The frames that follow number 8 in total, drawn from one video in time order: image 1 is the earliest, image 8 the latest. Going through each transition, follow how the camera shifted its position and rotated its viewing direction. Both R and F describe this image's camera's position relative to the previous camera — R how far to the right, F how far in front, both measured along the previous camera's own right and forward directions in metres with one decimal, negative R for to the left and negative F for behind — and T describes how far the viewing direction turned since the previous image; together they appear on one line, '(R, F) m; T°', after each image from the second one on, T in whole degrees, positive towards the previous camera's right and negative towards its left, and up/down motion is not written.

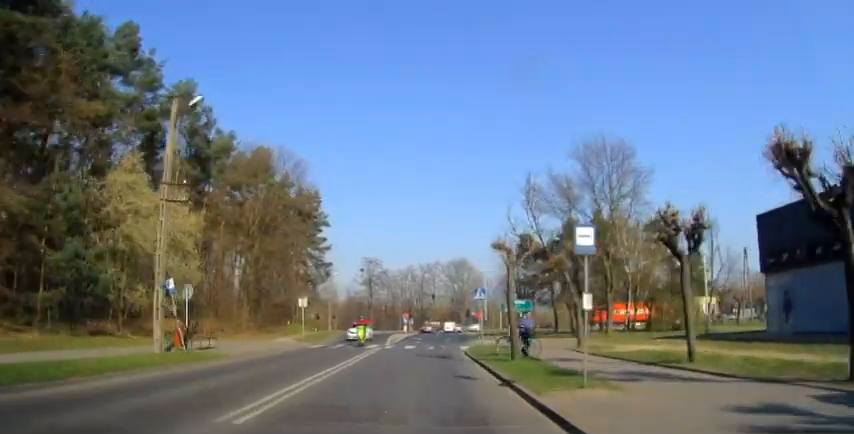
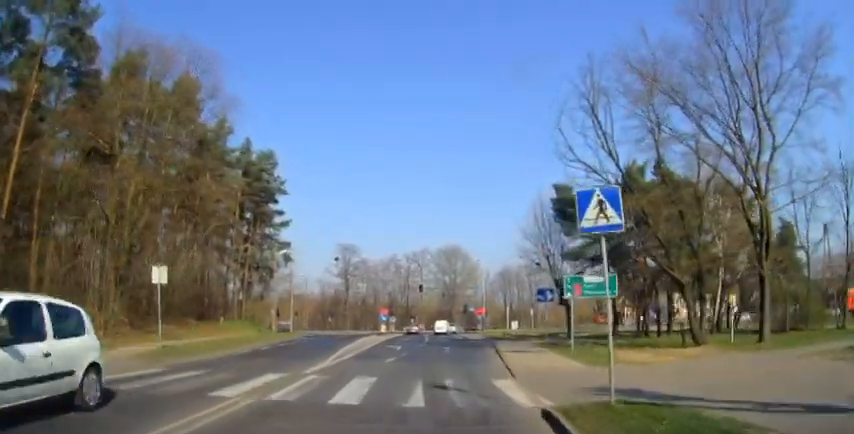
(+0.5, +19.0) m; +2°
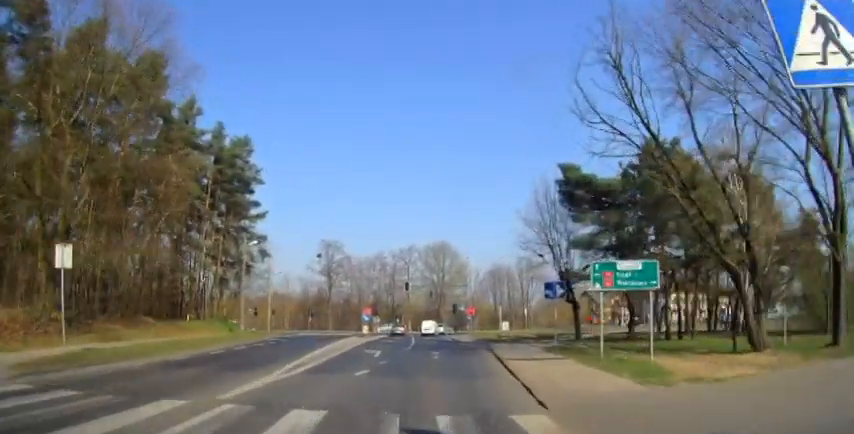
(+0.1, +4.7) m; +1°
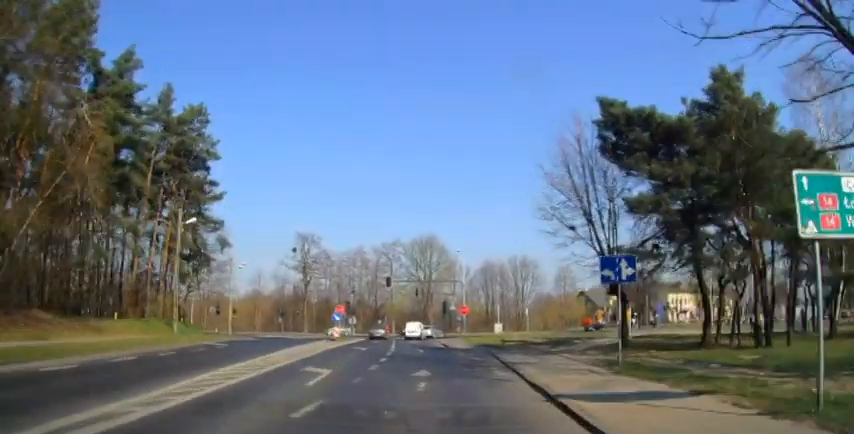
(-0.1, +9.0) m; 0°
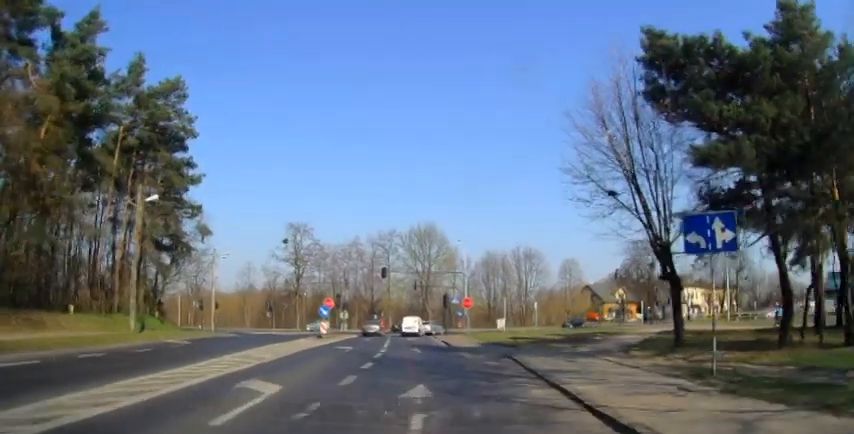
(0.0, +4.7) m; 0°
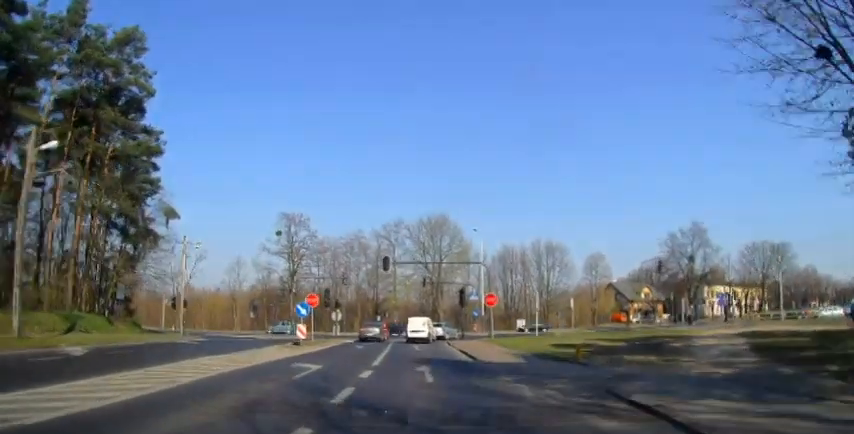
(0.0, +9.4) m; 0°
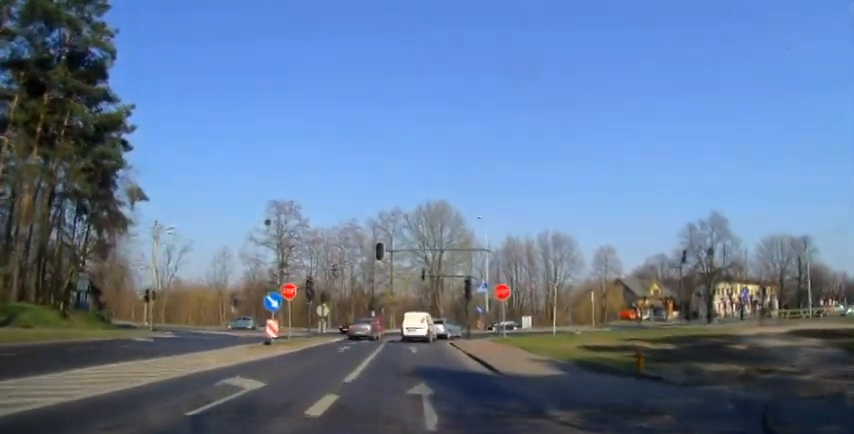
(0.0, +5.4) m; 0°
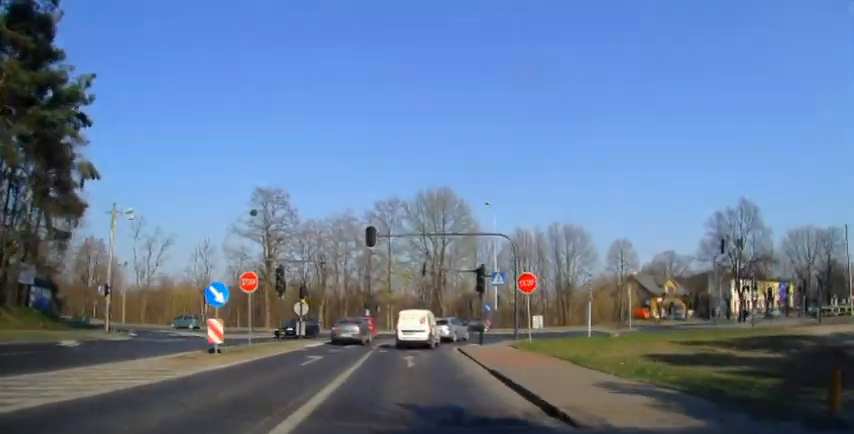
(0.0, +6.4) m; 0°
